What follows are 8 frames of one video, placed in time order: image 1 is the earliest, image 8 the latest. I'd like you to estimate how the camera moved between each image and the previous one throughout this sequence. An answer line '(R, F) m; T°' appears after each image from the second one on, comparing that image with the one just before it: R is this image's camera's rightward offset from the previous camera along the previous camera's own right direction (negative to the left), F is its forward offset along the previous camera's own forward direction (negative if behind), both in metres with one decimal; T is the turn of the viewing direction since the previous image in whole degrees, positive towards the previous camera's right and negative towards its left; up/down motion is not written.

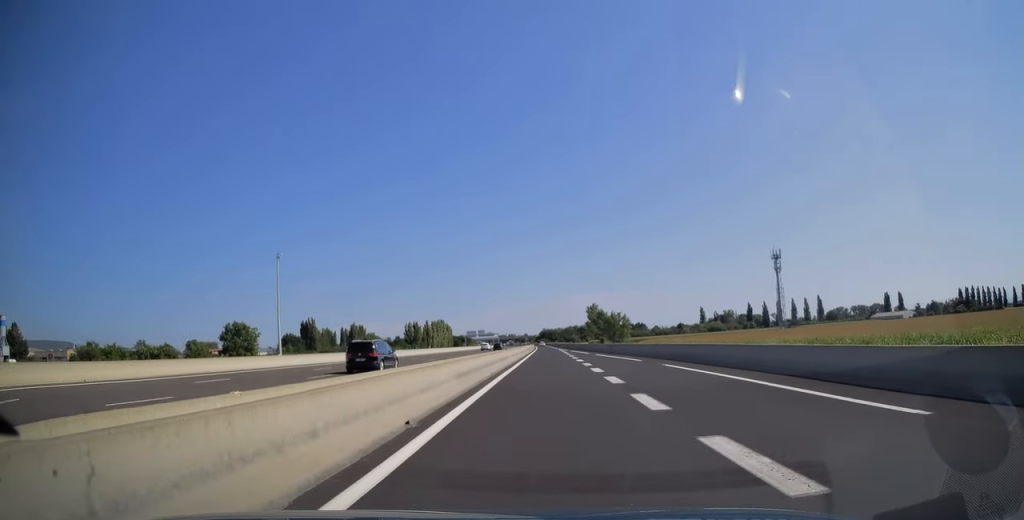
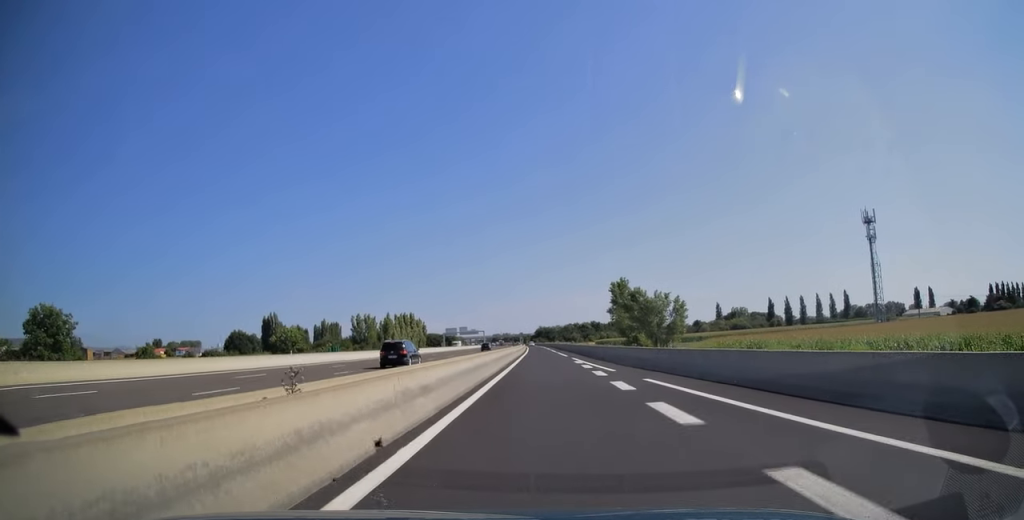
(+0.4, +60.8) m; +1°
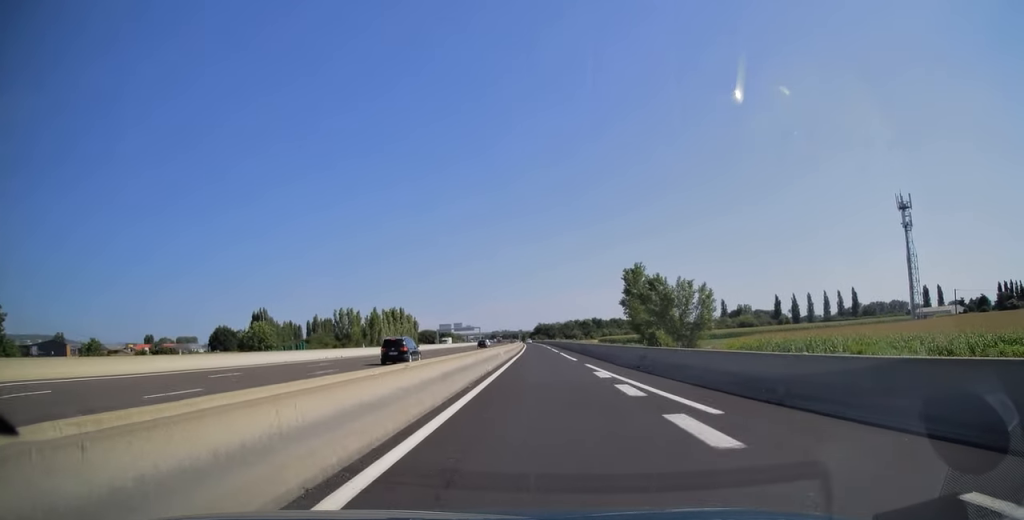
(0.0, +15.2) m; 0°
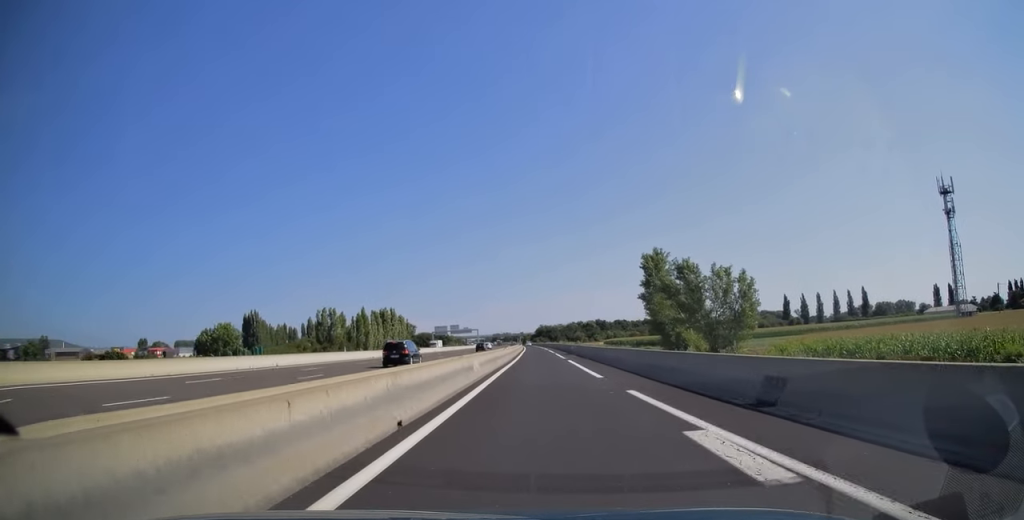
(0.0, +14.8) m; 0°
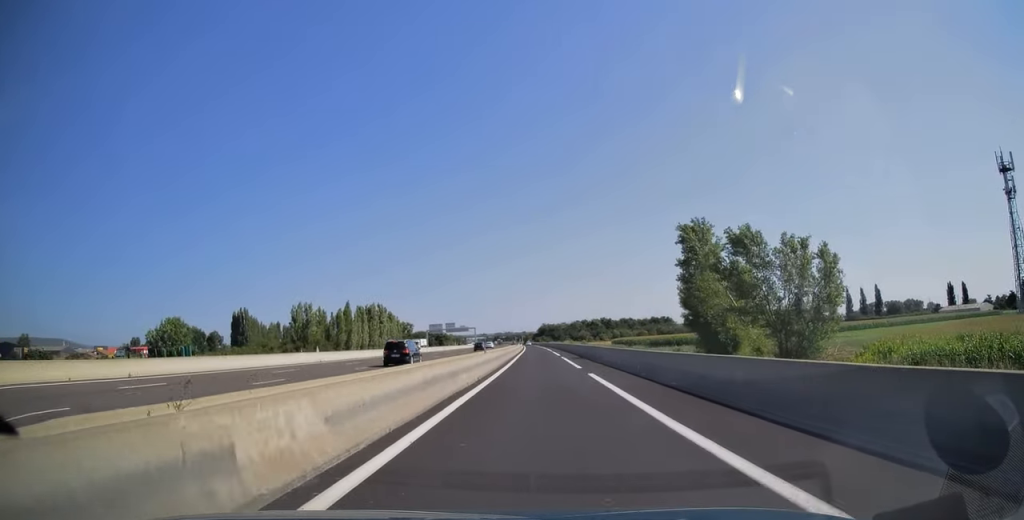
(+0.1, +17.3) m; 0°
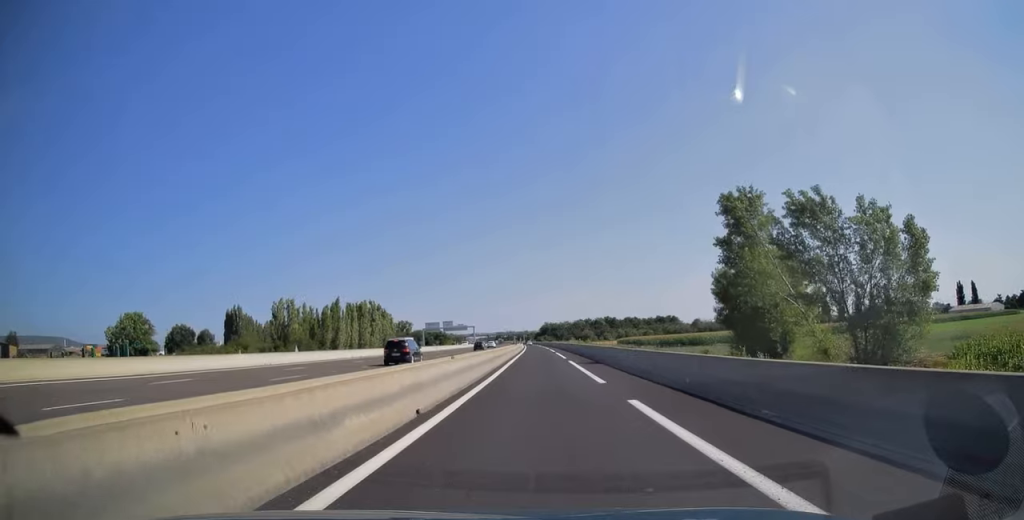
(0.0, +10.8) m; 0°
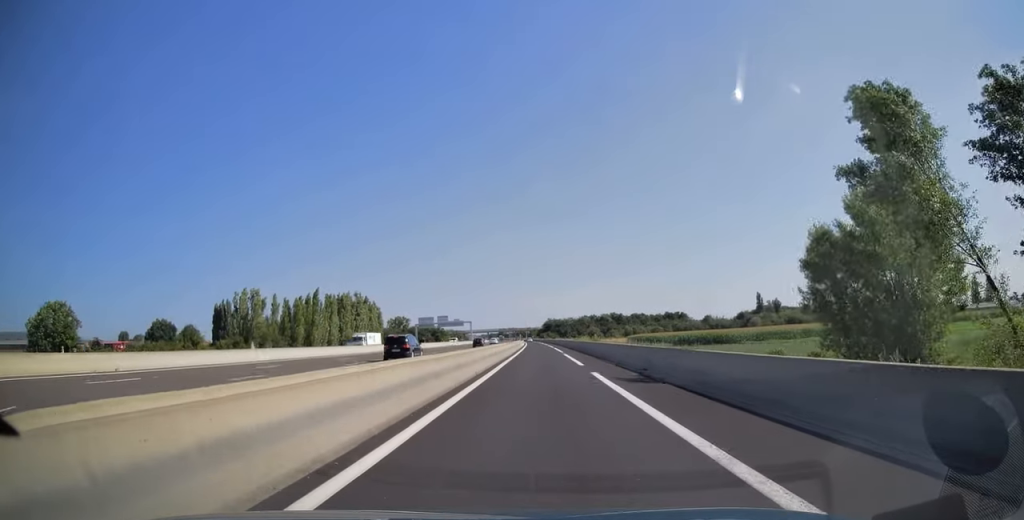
(-0.1, +16.9) m; 0°
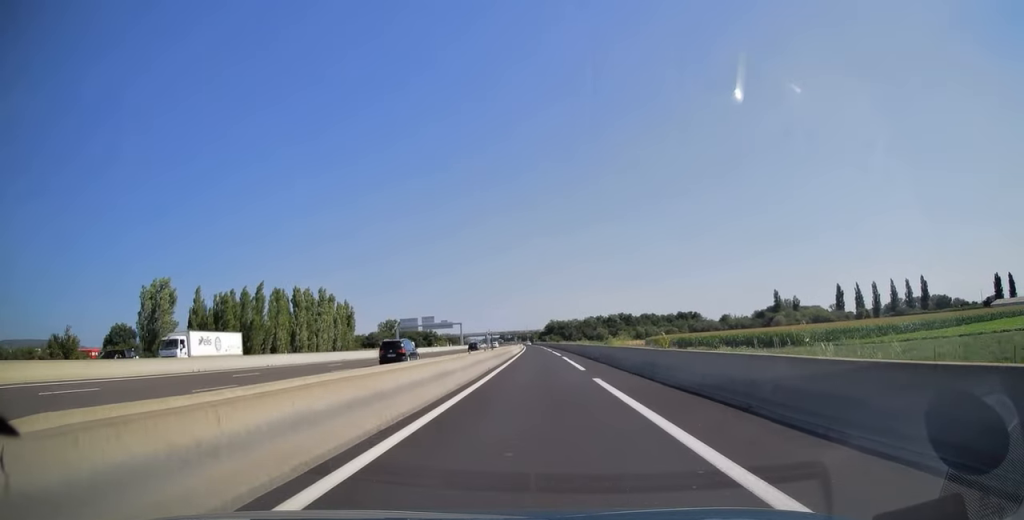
(-0.2, +28.2) m; -1°
